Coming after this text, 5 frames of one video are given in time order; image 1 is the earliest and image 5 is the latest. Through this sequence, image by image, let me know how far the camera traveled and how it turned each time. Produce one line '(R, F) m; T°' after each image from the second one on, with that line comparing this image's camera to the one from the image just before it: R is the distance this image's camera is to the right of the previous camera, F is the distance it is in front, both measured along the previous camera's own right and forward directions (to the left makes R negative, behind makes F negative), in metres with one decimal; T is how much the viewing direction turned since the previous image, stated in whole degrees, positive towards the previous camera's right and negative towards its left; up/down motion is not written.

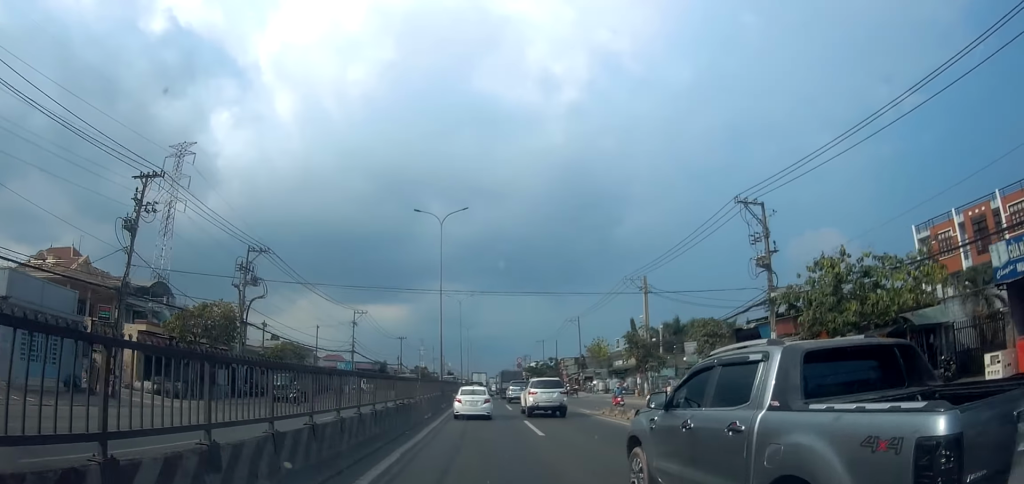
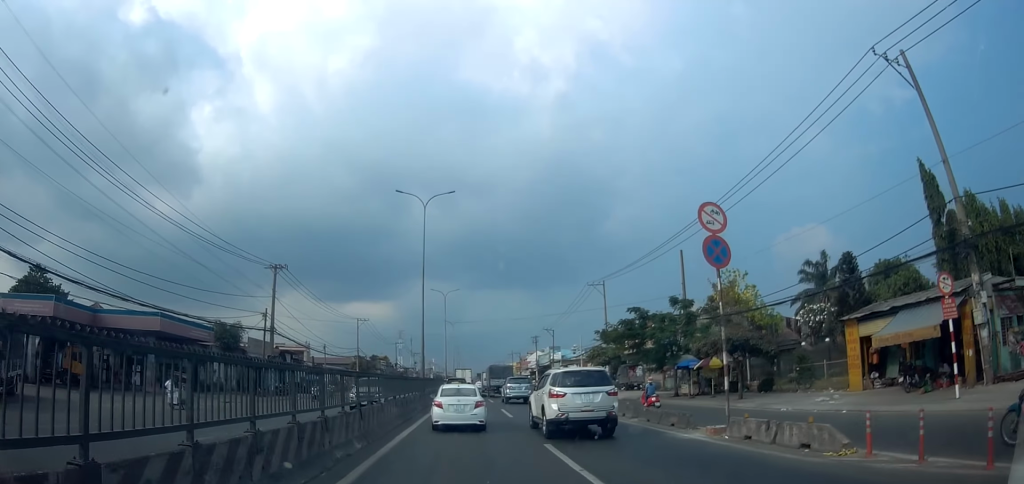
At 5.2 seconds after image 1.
(+2.1, +69.5) m; +2°
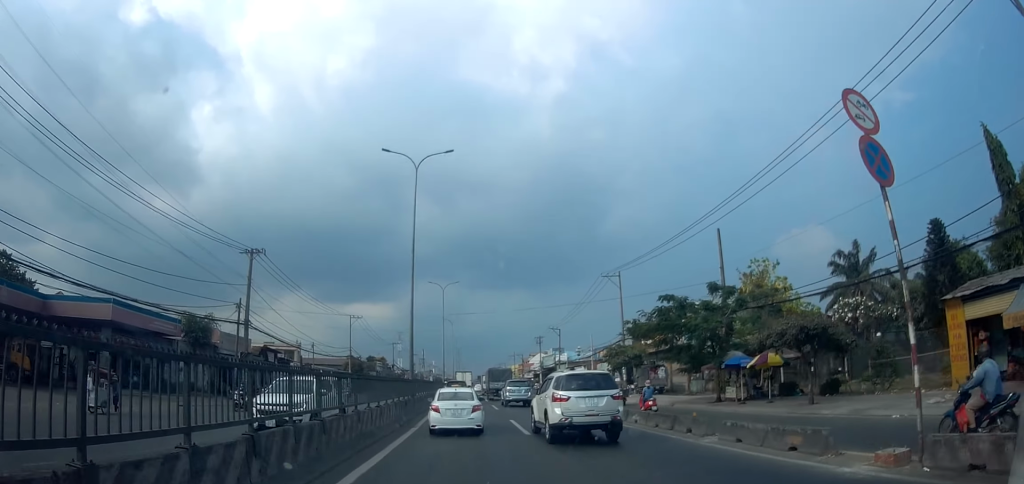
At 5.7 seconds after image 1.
(+0.3, +6.0) m; 0°
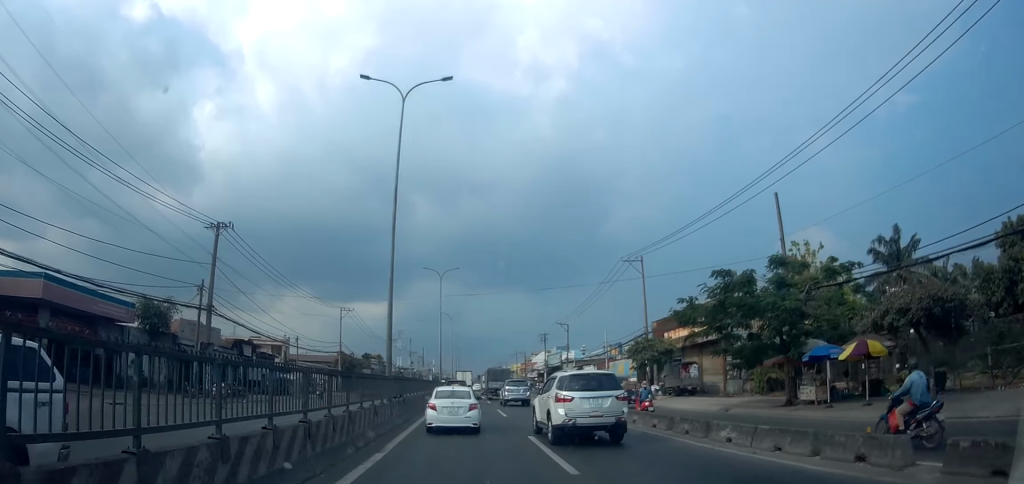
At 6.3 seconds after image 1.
(-0.4, +6.7) m; -2°
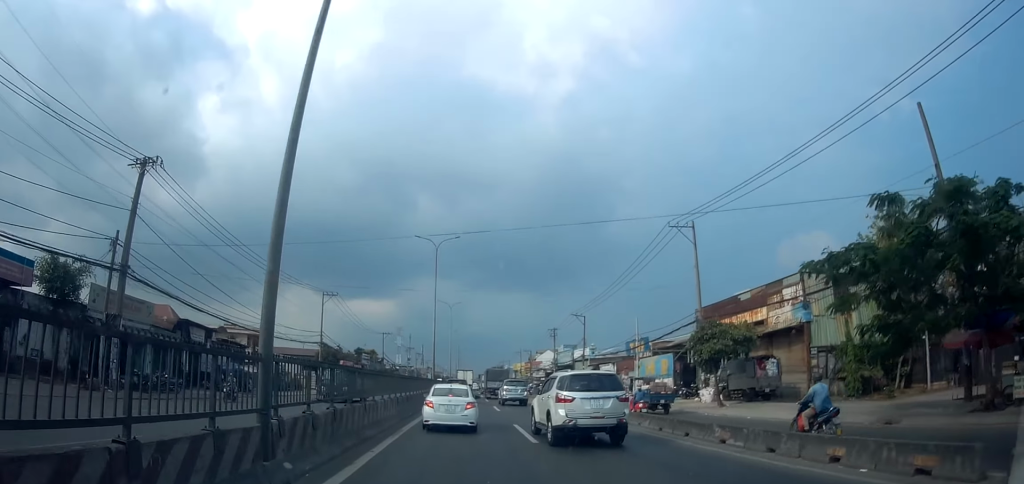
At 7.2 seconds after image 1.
(-0.3, +10.7) m; +1°
